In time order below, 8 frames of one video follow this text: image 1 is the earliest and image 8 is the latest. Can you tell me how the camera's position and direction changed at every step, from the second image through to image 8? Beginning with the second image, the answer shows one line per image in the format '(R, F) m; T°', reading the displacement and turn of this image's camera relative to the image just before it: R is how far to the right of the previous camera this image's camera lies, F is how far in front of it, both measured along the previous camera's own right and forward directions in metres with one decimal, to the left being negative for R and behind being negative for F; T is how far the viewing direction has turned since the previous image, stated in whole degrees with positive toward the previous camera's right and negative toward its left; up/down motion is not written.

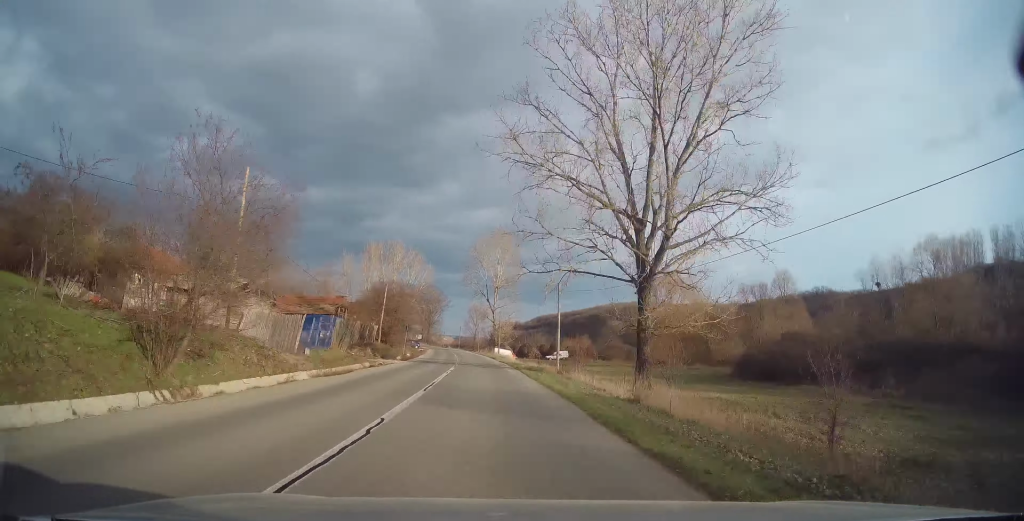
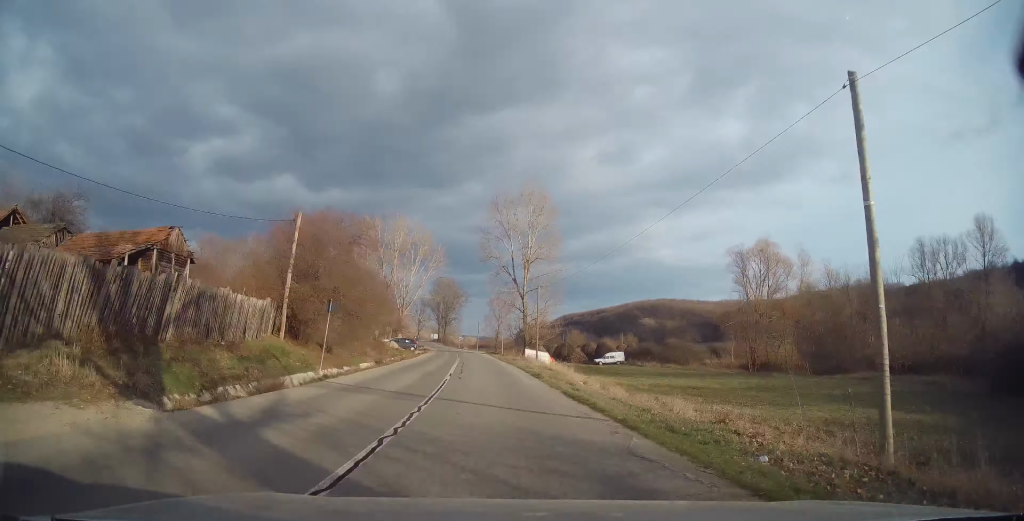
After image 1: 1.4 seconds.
(-0.7, +29.5) m; -2°
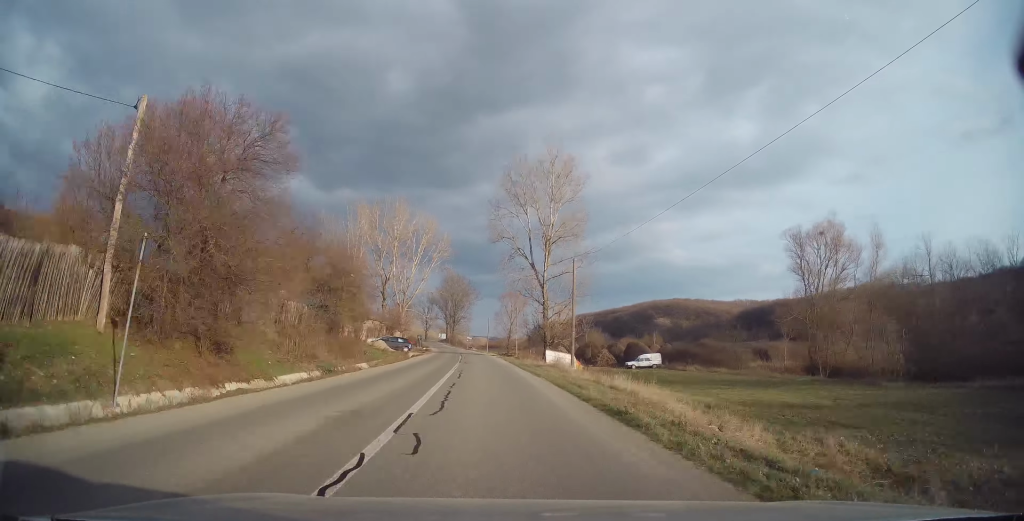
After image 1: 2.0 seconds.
(-0.1, +13.2) m; -1°
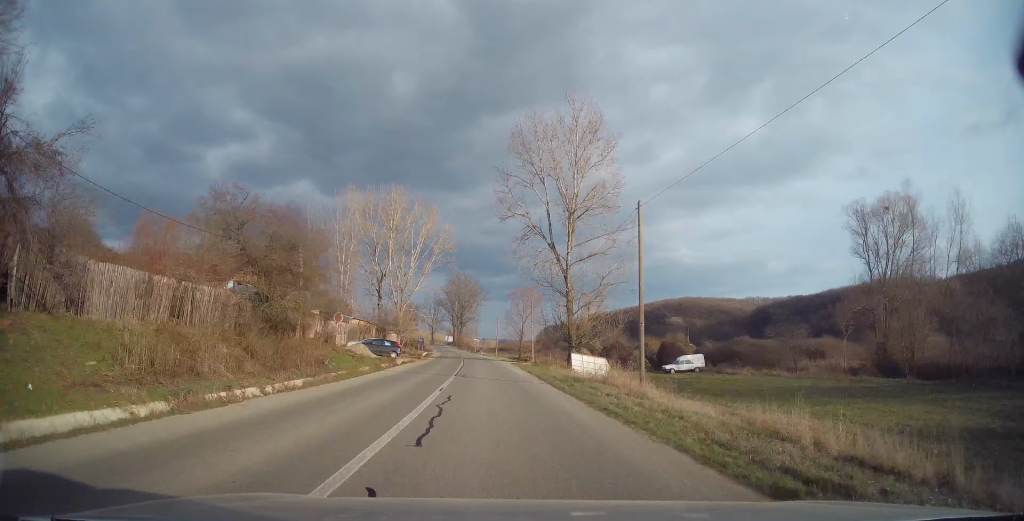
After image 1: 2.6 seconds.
(-0.2, +12.3) m; -2°
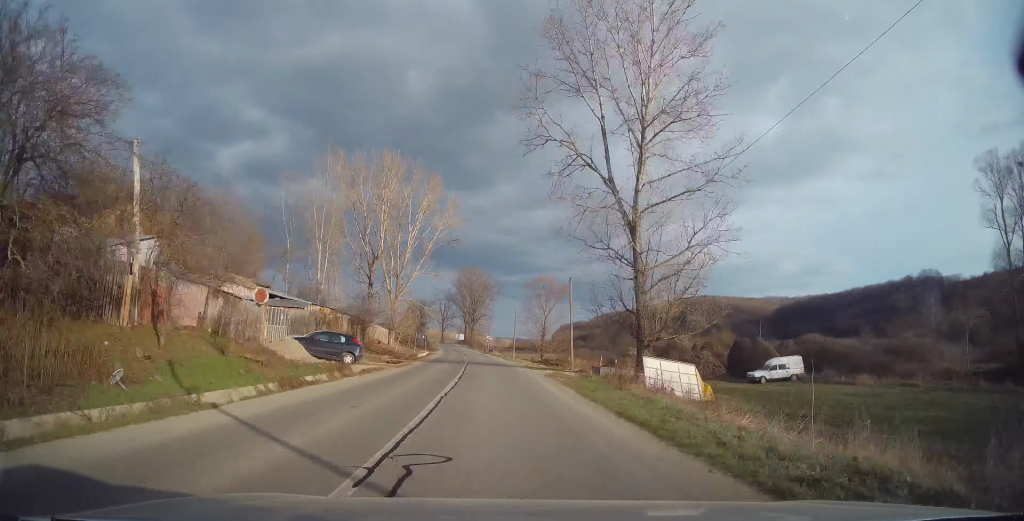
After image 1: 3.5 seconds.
(-0.3, +18.1) m; -1°
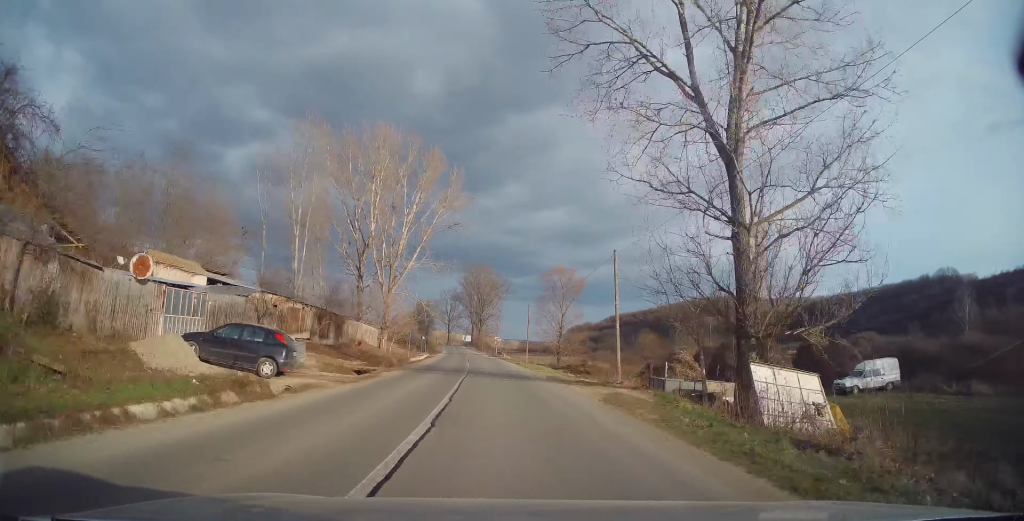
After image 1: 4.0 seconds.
(-0.1, +11.1) m; -1°
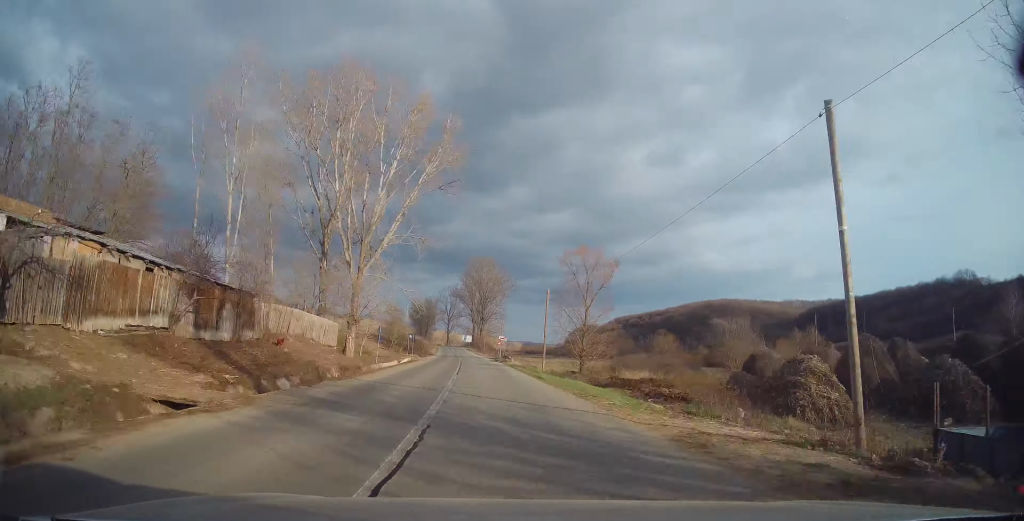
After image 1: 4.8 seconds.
(-0.1, +16.5) m; -1°
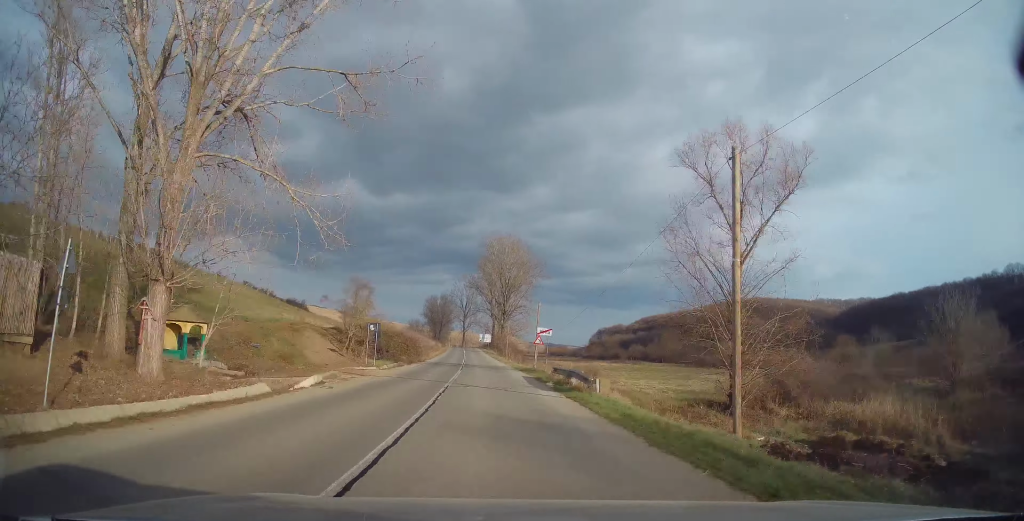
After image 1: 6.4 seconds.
(-0.2, +31.0) m; -1°
